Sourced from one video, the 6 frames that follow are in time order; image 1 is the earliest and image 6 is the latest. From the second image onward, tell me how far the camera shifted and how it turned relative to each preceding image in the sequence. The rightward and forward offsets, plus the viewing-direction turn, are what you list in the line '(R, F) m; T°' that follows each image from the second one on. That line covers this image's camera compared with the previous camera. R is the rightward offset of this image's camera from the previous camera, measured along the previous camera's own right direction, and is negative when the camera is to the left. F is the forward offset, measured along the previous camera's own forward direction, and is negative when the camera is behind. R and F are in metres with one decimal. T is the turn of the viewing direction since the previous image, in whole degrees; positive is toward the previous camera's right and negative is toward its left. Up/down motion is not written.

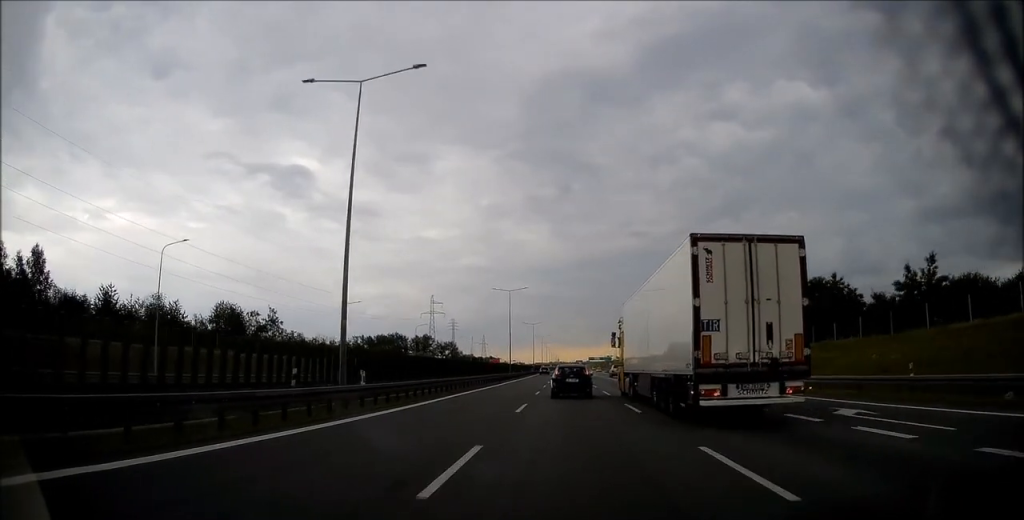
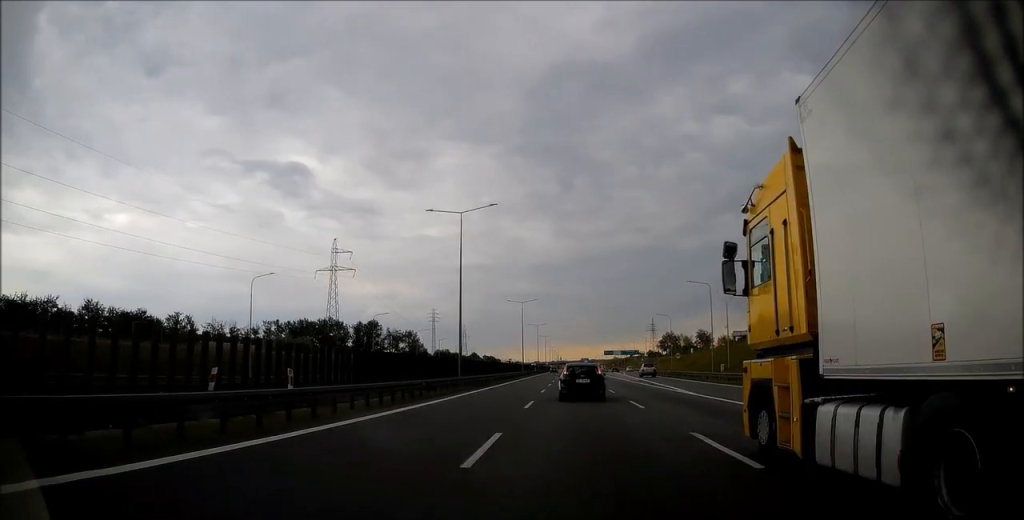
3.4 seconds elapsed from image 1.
(+0.5, +104.7) m; +1°
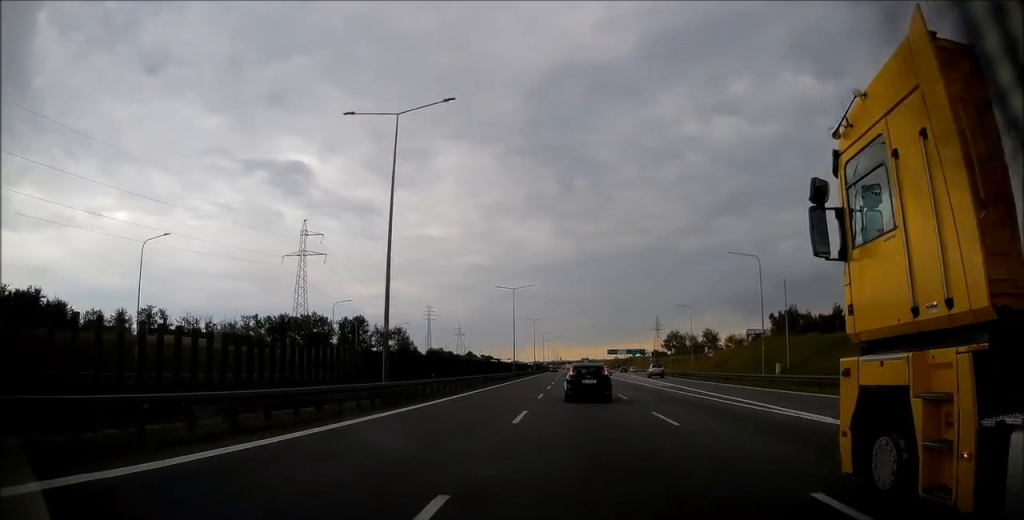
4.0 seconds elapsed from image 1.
(+0.2, +17.2) m; 0°
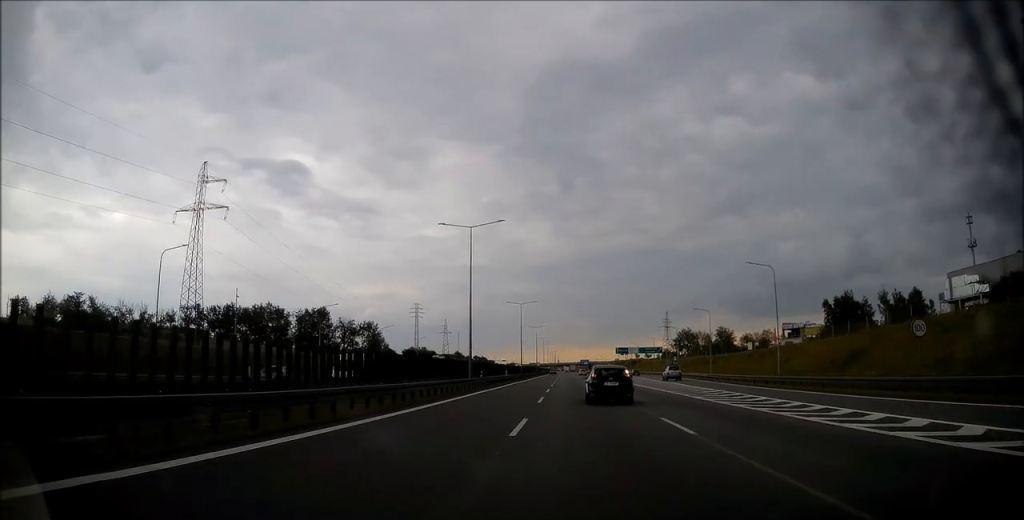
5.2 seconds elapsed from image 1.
(-0.5, +37.0) m; -1°
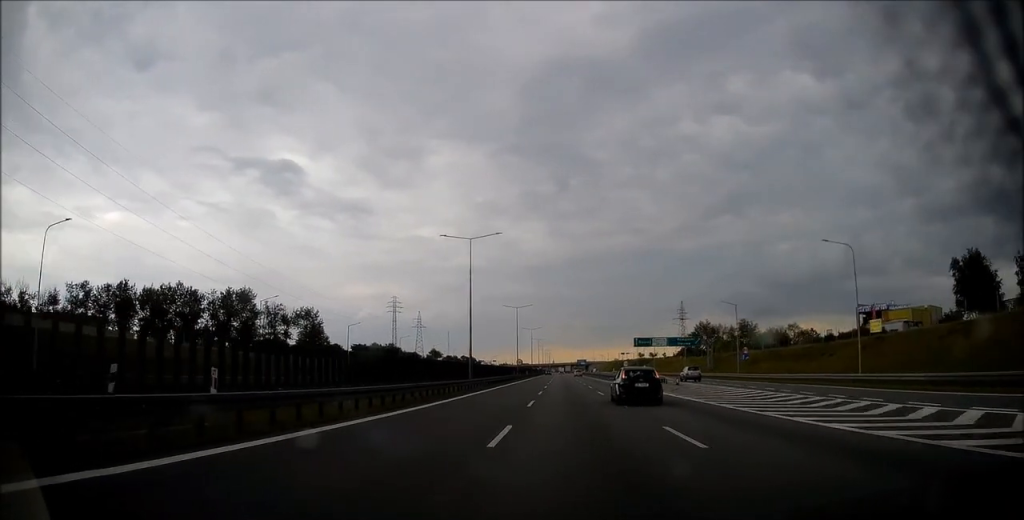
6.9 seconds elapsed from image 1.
(0.0, +49.6) m; +1°
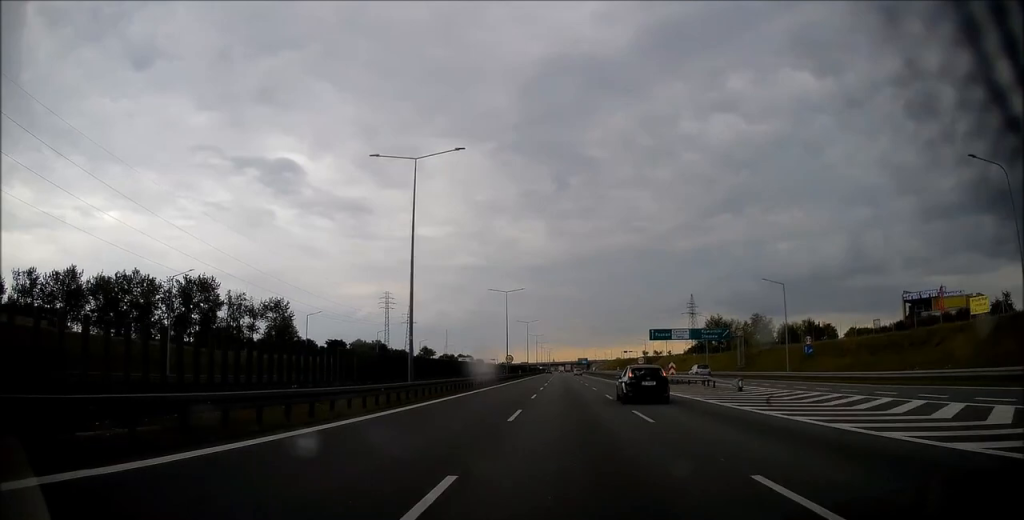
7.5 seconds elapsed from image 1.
(+0.3, +19.0) m; 0°
